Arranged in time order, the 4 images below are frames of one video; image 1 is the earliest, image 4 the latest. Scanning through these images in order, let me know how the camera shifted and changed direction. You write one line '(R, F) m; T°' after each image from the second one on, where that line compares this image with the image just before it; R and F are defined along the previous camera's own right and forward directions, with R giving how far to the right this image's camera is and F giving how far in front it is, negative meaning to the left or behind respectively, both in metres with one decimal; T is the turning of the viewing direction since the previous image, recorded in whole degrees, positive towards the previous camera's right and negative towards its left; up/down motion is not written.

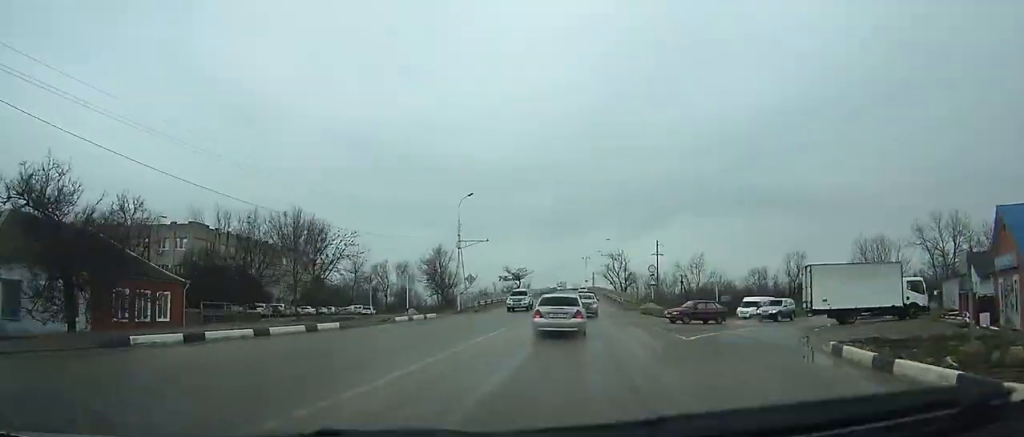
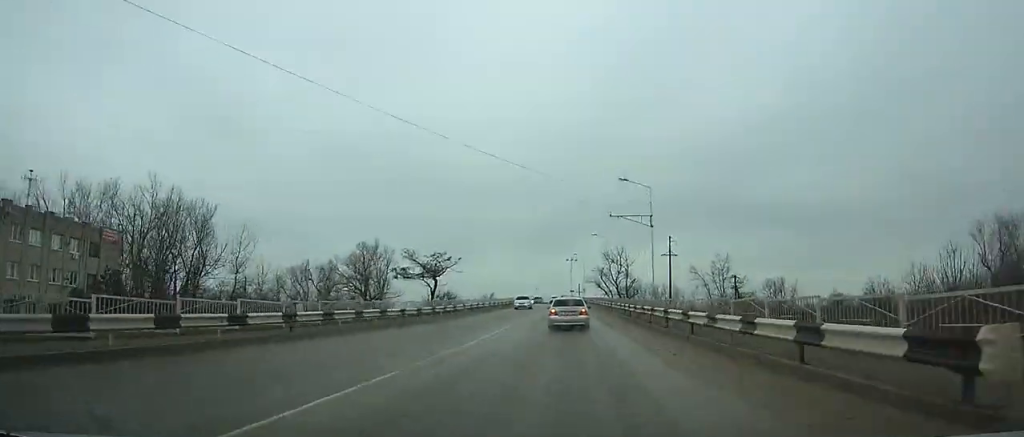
(+0.7, +50.1) m; +1°
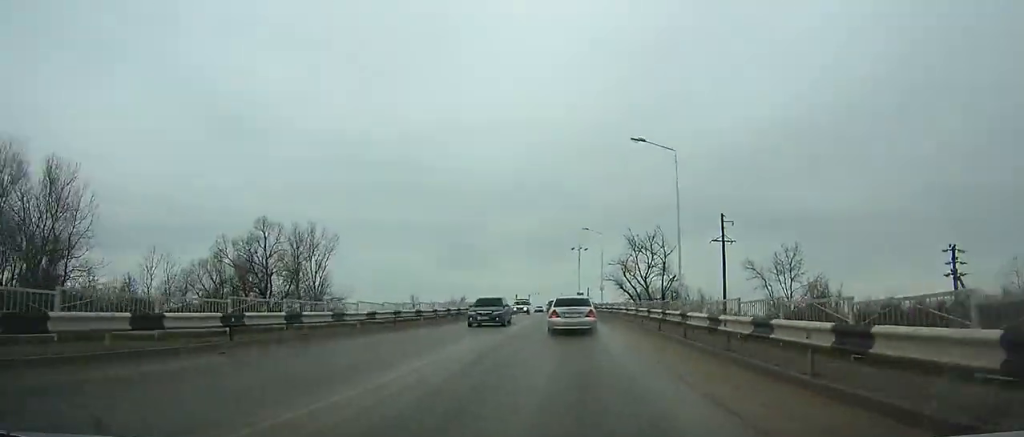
(+0.2, +39.4) m; -1°
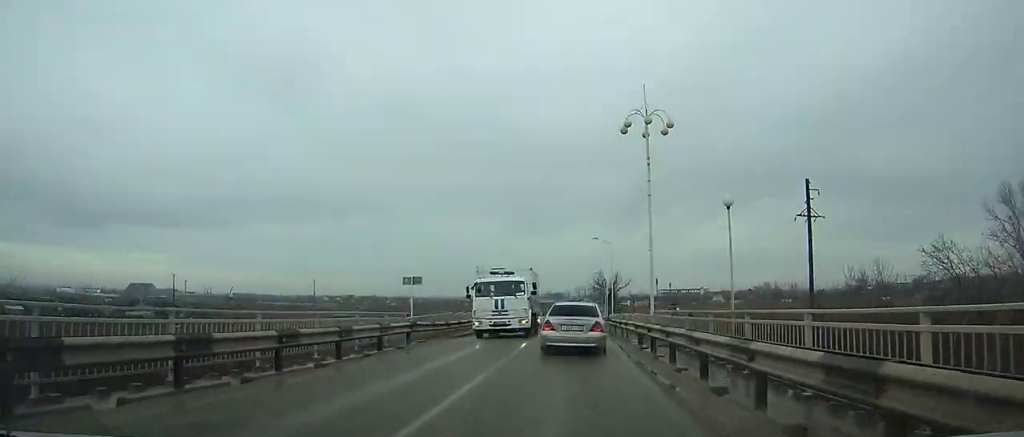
(-14.8, +179.1) m; -7°
